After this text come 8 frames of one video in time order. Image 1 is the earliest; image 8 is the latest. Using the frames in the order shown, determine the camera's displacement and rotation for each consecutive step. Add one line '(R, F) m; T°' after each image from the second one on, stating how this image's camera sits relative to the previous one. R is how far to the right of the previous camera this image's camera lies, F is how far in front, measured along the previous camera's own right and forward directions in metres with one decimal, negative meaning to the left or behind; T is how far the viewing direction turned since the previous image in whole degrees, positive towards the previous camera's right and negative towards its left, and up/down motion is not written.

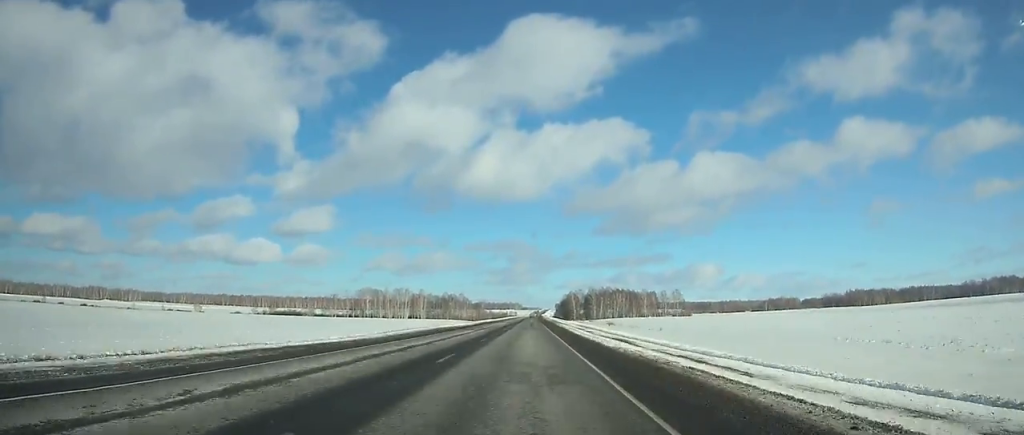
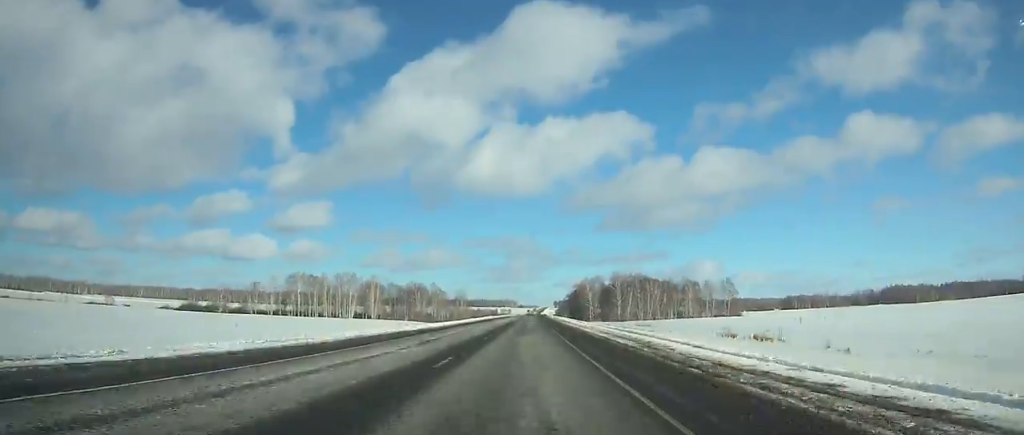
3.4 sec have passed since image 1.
(+0.2, +113.3) m; 0°
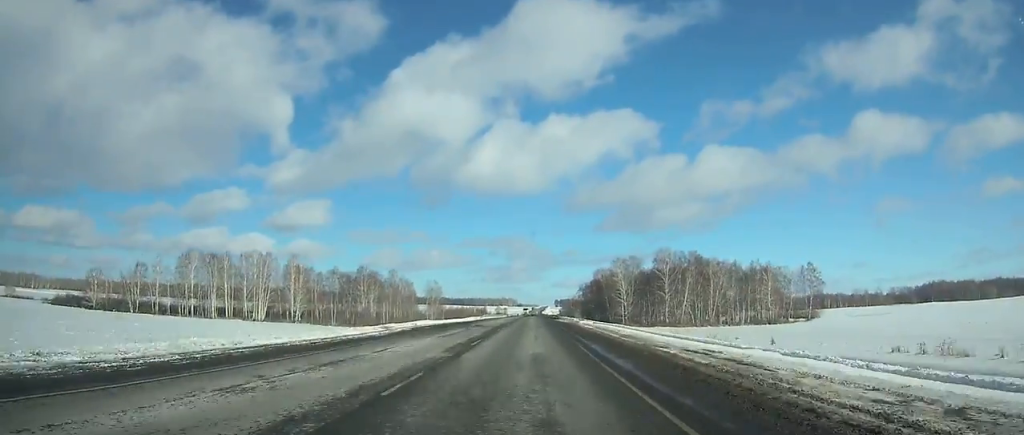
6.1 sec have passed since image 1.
(+0.2, +87.1) m; 0°
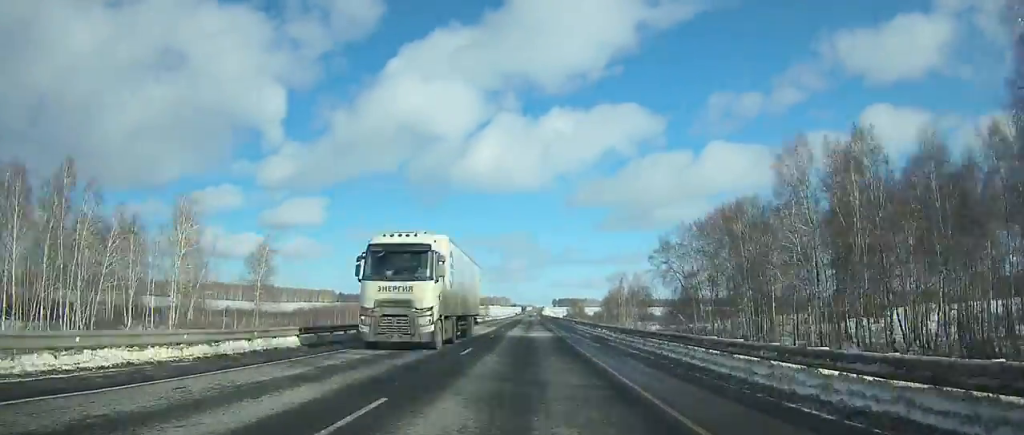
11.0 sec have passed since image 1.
(+0.2, +157.1) m; 0°
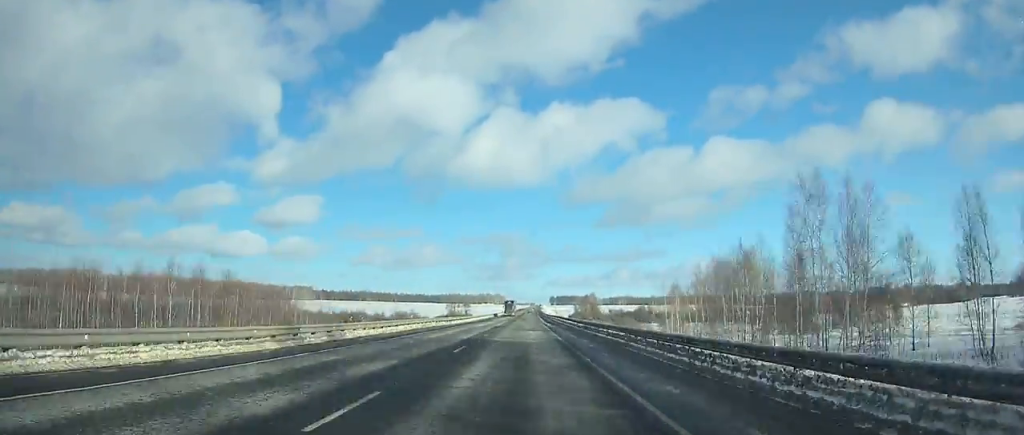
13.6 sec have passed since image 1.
(+0.3, +83.0) m; 0°
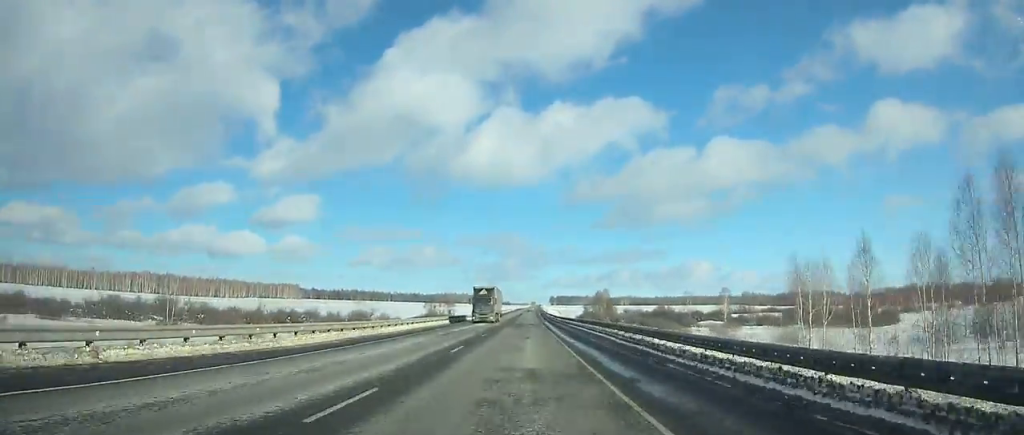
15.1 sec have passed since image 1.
(+0.1, +47.4) m; 0°
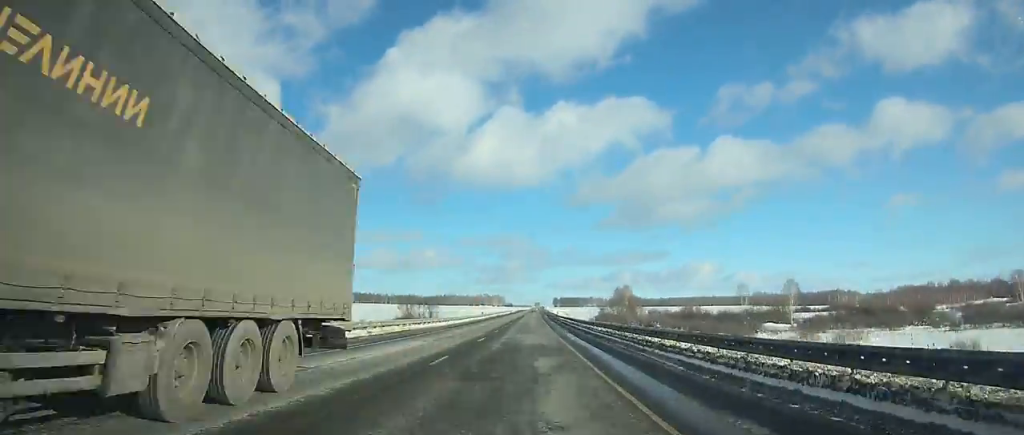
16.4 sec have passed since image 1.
(-0.1, +40.6) m; 0°
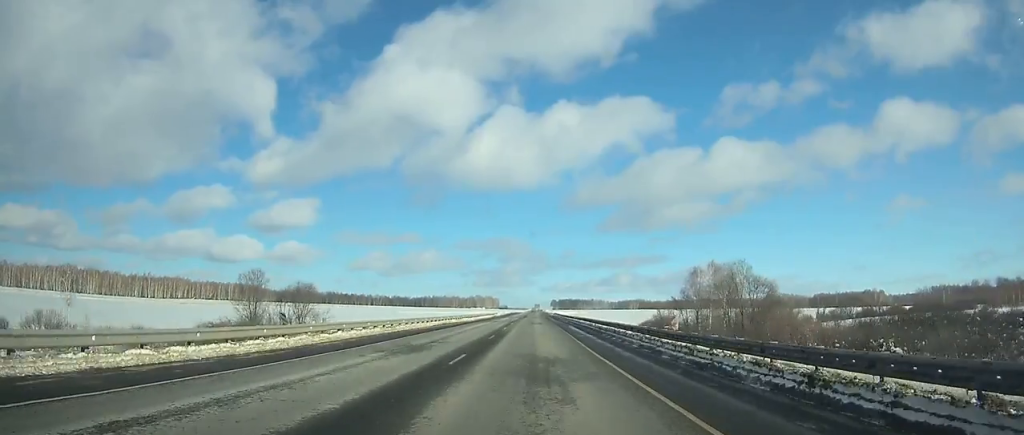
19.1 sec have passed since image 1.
(0.0, +86.2) m; 0°
